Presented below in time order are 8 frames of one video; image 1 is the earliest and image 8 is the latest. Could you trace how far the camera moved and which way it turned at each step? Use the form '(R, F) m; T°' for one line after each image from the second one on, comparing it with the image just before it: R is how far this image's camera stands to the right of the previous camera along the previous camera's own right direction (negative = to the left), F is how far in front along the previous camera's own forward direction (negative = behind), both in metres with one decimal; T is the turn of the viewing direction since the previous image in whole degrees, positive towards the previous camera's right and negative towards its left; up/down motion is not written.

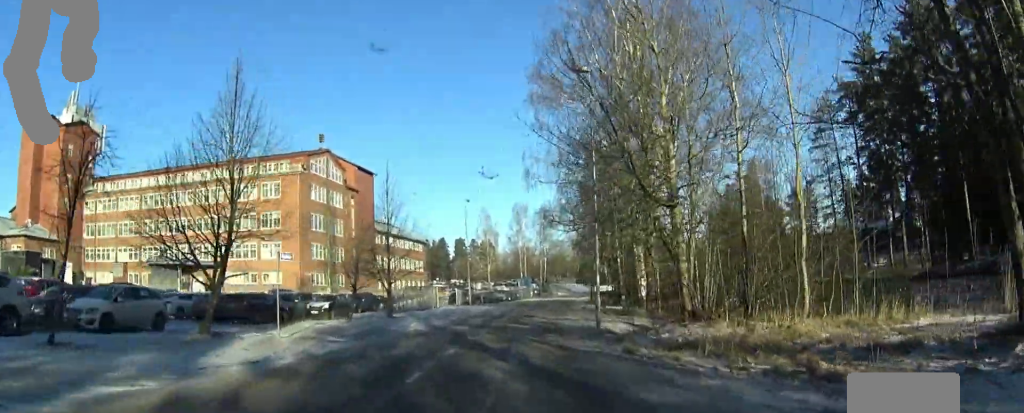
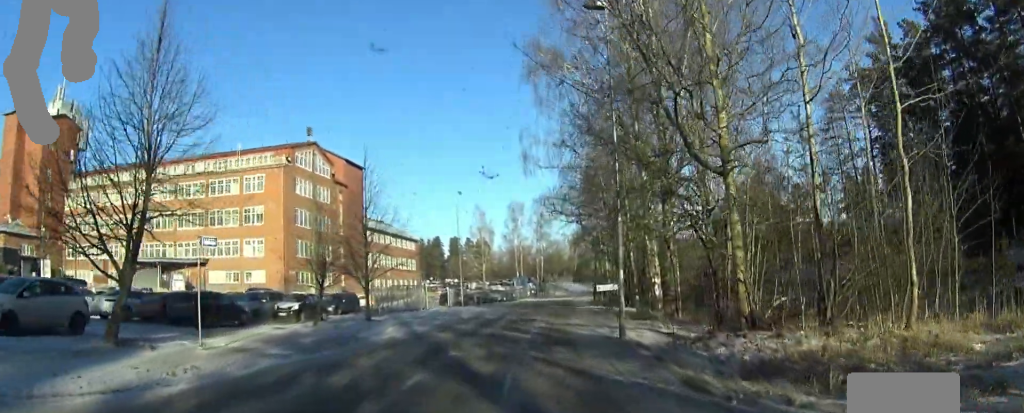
(0.0, +4.7) m; +2°
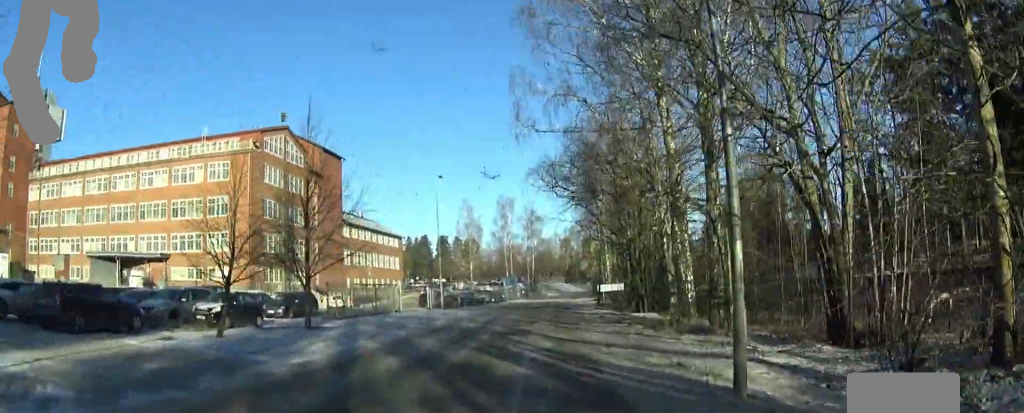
(-0.1, +7.8) m; +5°
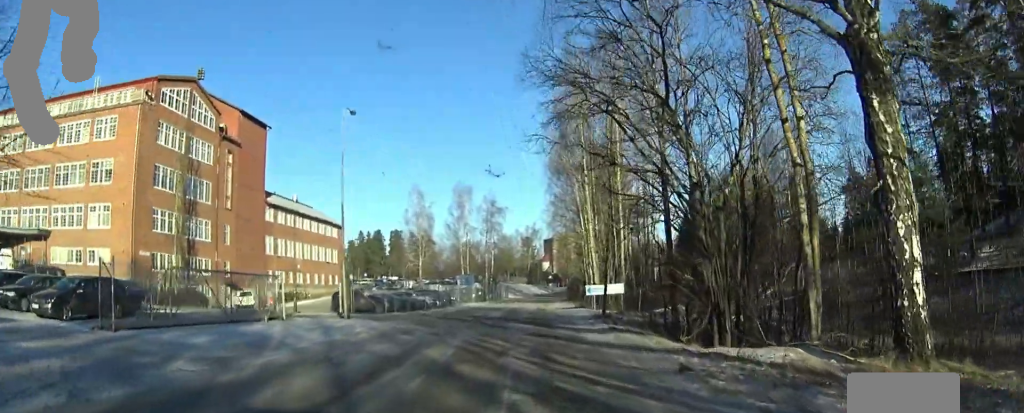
(+0.2, +16.6) m; -3°
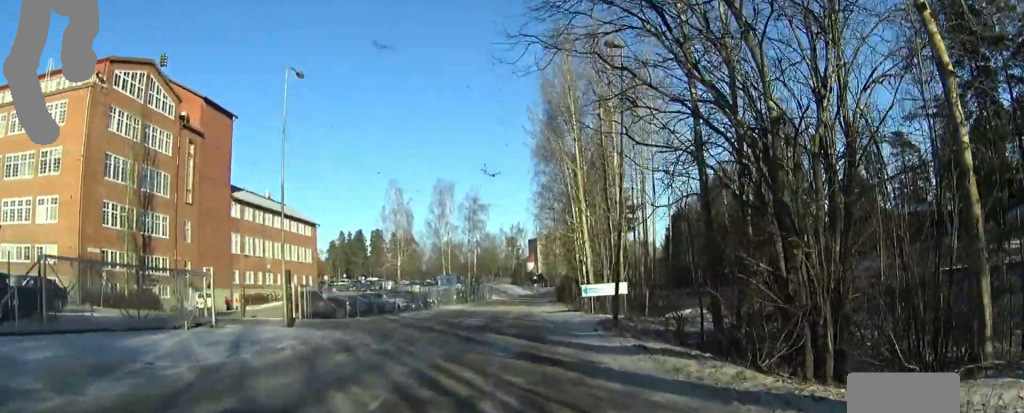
(0.0, +5.8) m; +2°
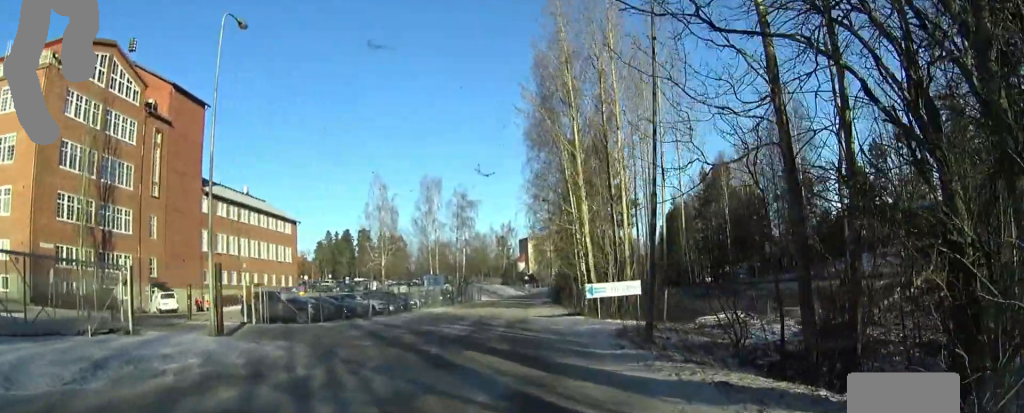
(0.0, +5.2) m; +4°
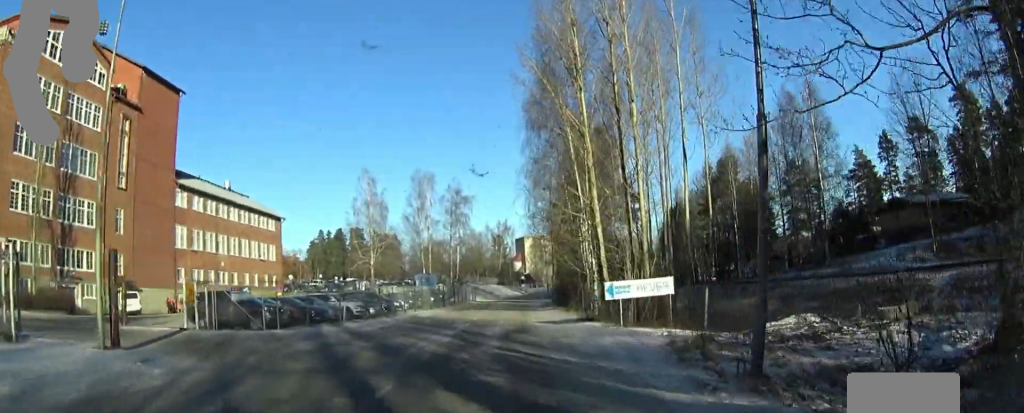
(+0.4, +5.4) m; +1°
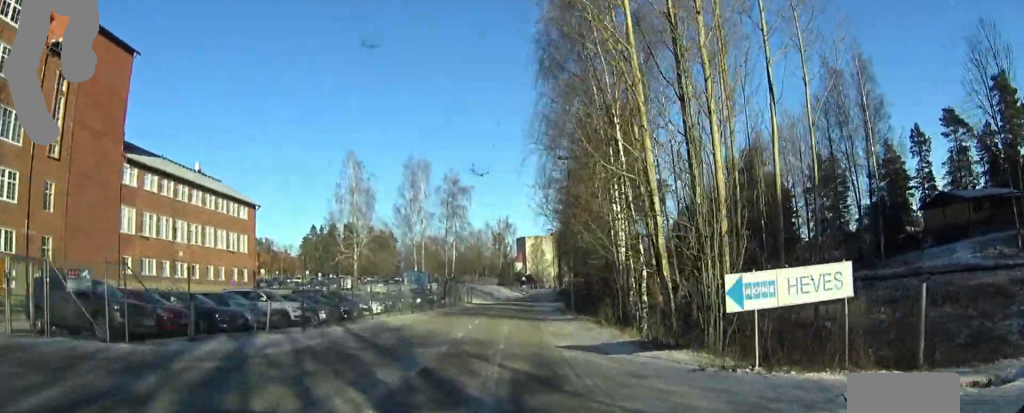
(0.0, +10.7) m; -2°
